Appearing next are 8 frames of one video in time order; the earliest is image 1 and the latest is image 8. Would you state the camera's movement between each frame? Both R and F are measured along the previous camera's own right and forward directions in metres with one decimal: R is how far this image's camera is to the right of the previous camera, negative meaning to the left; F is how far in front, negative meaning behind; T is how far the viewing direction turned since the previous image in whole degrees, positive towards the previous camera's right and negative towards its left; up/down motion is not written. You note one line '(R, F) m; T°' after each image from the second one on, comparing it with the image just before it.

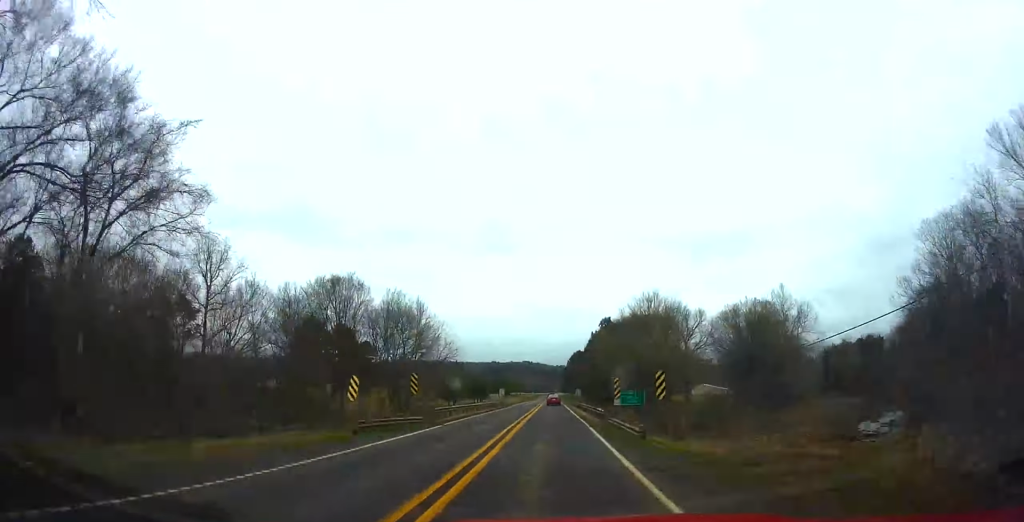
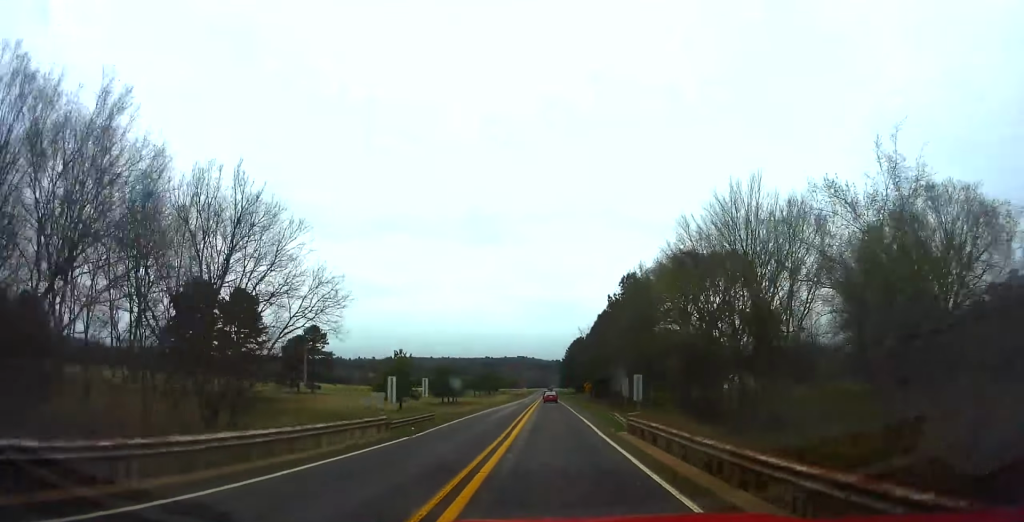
(-0.4, +45.2) m; 0°
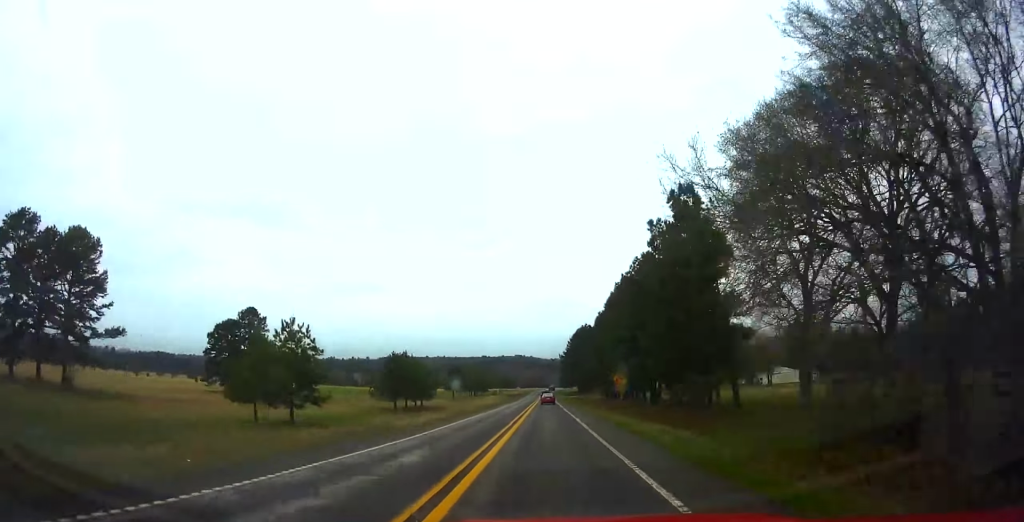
(+0.5, +38.3) m; 0°
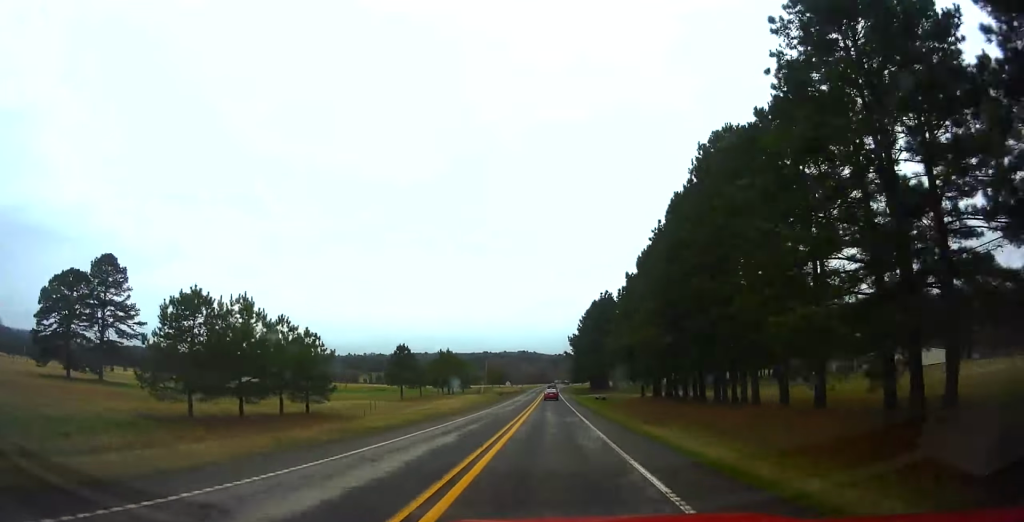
(+0.3, +53.7) m; 0°
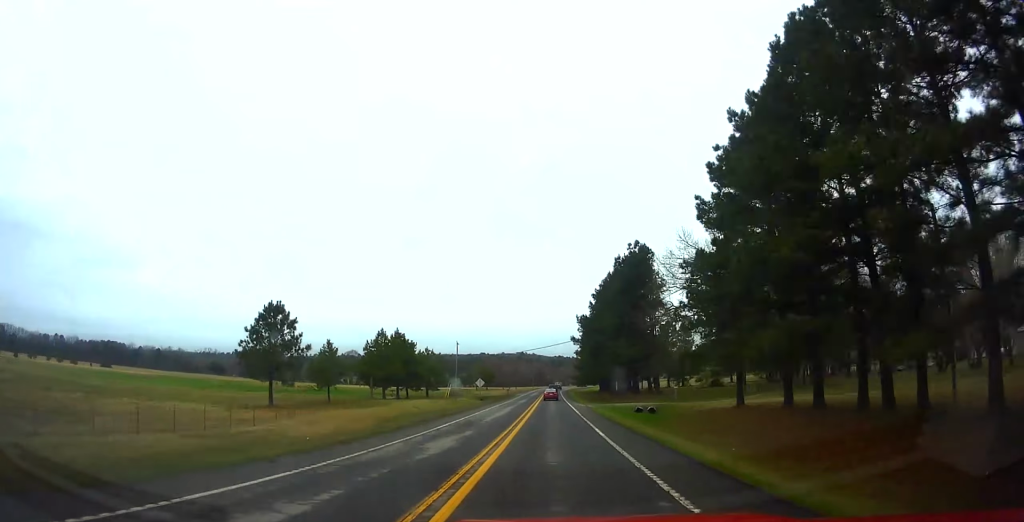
(-0.3, +43.6) m; 0°
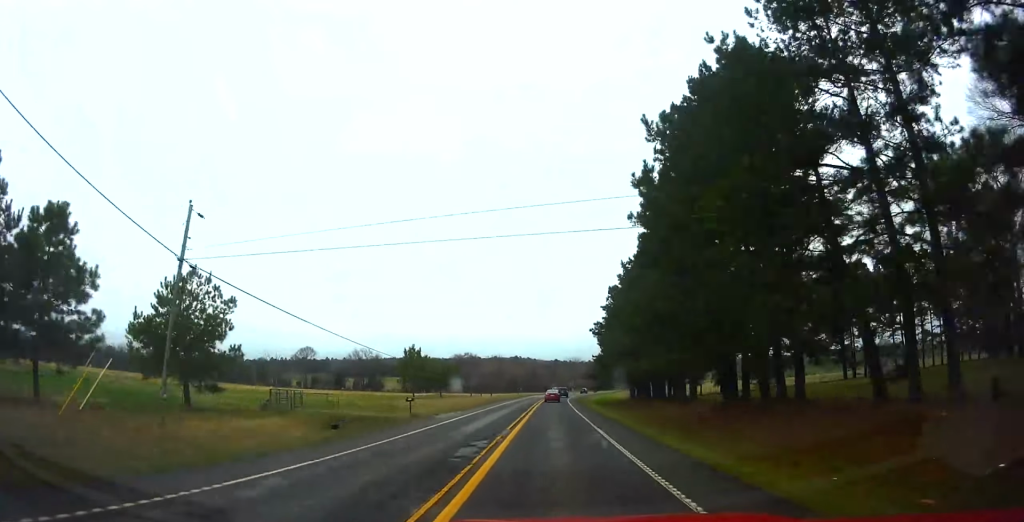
(-0.3, +71.5) m; +1°
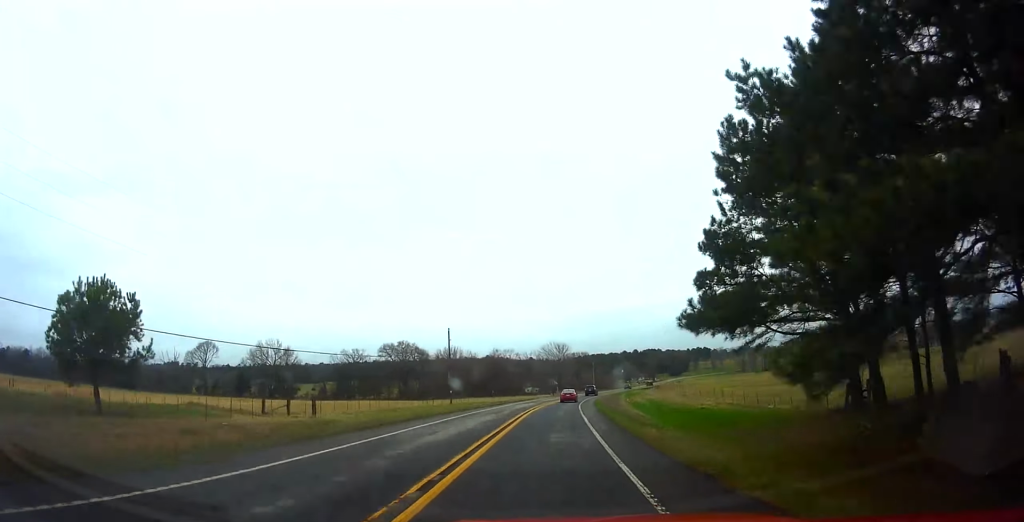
(+1.9, +83.3) m; +3°
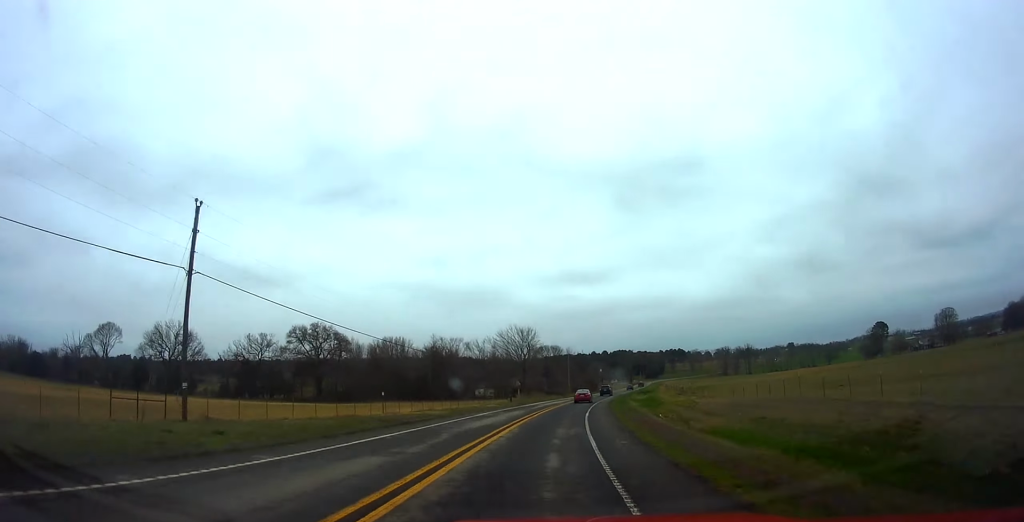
(+1.0, +47.1) m; +3°
